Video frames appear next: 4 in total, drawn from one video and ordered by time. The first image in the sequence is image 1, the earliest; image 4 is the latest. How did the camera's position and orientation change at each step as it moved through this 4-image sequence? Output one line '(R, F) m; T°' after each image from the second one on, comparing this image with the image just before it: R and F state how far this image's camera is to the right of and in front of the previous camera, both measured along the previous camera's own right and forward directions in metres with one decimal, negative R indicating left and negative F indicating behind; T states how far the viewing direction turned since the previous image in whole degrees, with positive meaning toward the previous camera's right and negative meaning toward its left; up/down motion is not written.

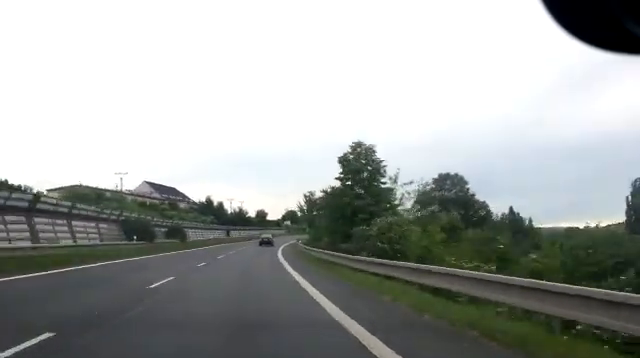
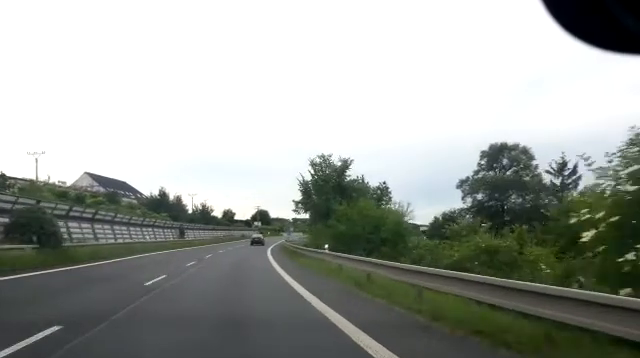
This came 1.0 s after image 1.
(+0.3, +26.0) m; +2°
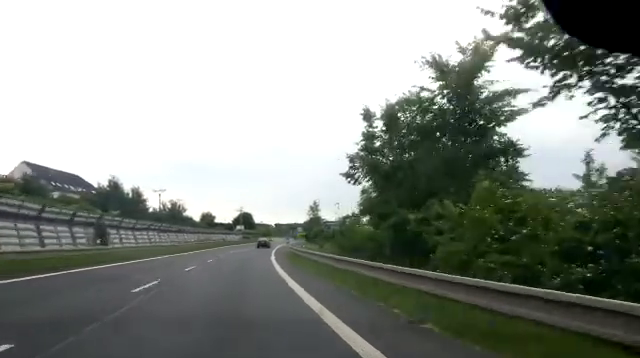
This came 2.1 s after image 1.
(+0.9, +27.8) m; +3°
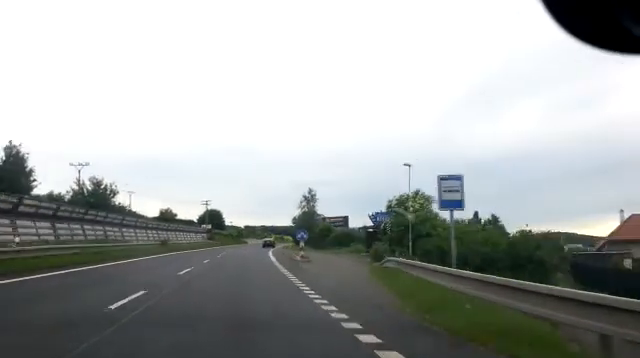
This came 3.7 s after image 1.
(+0.8, +38.5) m; +2°
